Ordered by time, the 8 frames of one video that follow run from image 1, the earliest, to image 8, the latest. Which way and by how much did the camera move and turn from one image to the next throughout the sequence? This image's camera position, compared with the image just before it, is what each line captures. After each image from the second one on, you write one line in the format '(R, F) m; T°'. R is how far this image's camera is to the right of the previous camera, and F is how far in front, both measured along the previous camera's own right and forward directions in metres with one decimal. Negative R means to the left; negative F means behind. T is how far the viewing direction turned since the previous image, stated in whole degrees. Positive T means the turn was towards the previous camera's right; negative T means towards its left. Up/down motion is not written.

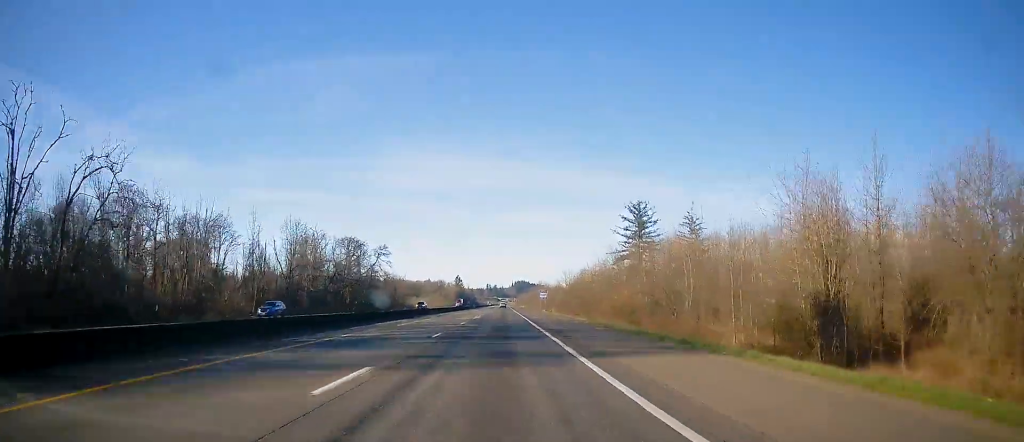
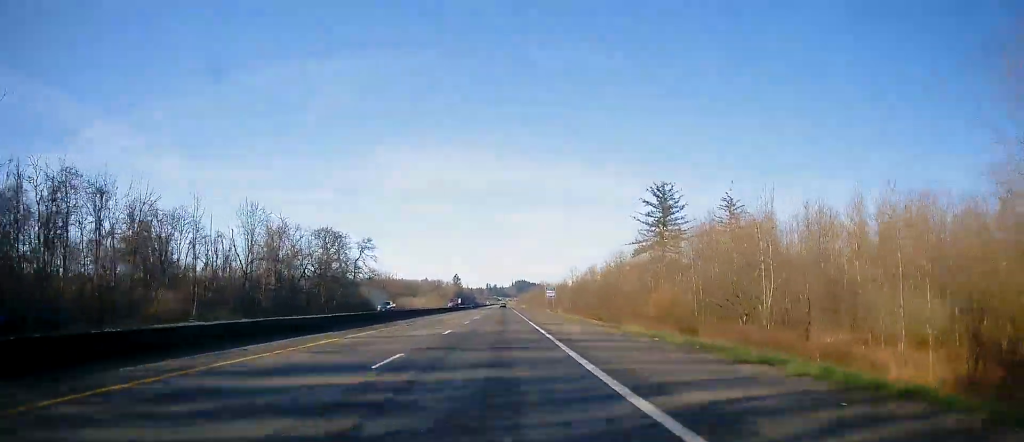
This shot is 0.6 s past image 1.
(-0.2, +21.1) m; 0°
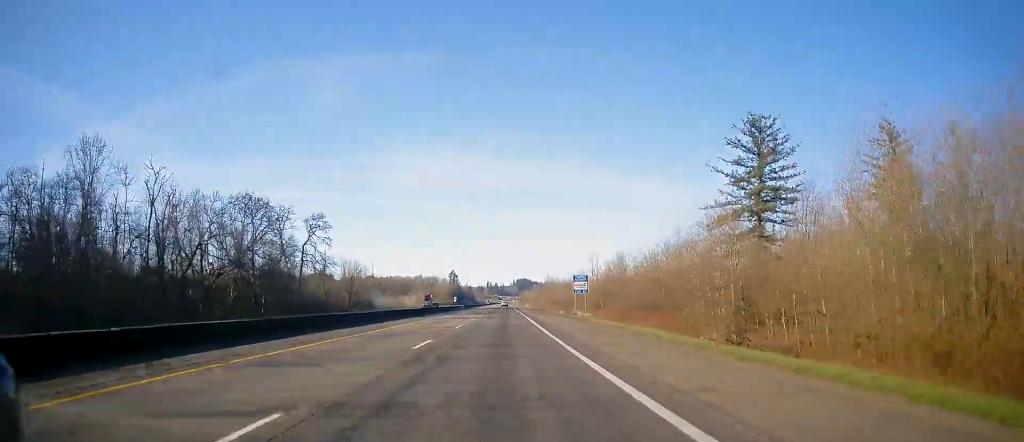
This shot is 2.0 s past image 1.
(+0.1, +44.5) m; 0°
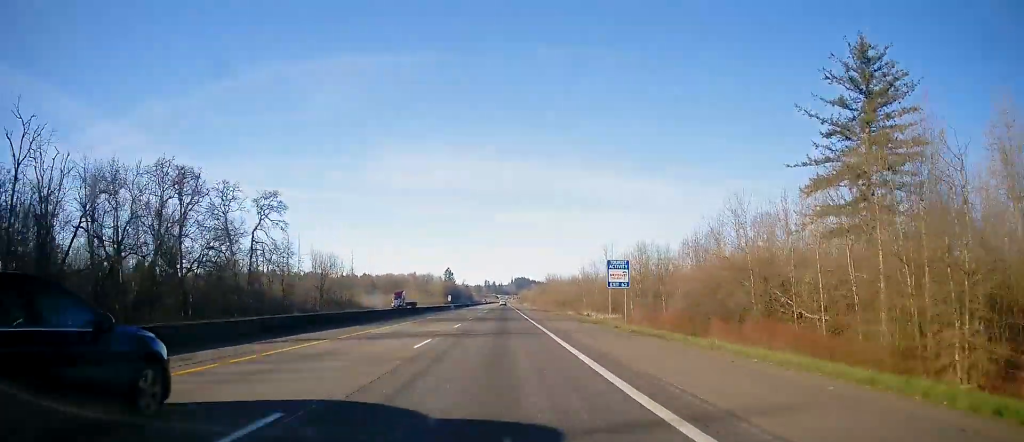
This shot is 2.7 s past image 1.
(0.0, +24.5) m; 0°
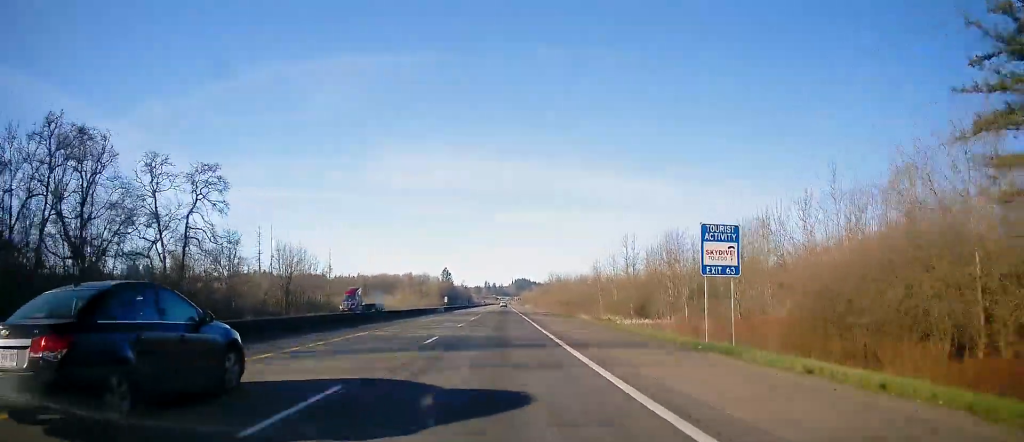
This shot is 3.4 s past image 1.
(-0.1, +22.3) m; 0°
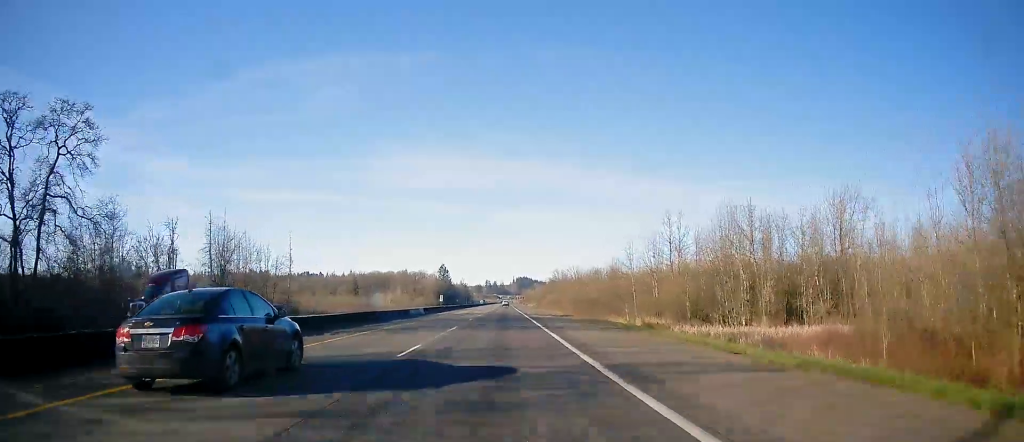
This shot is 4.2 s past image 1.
(0.0, +29.0) m; 0°
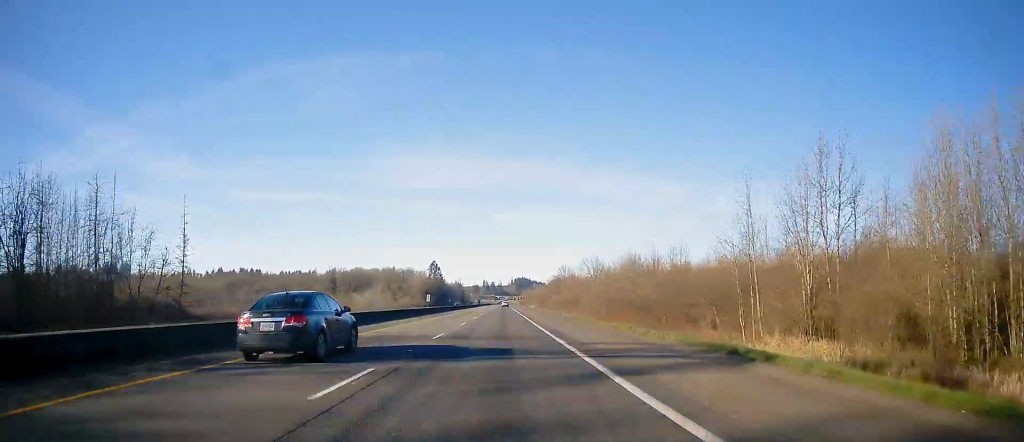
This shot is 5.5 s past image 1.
(+0.2, +42.3) m; +1°
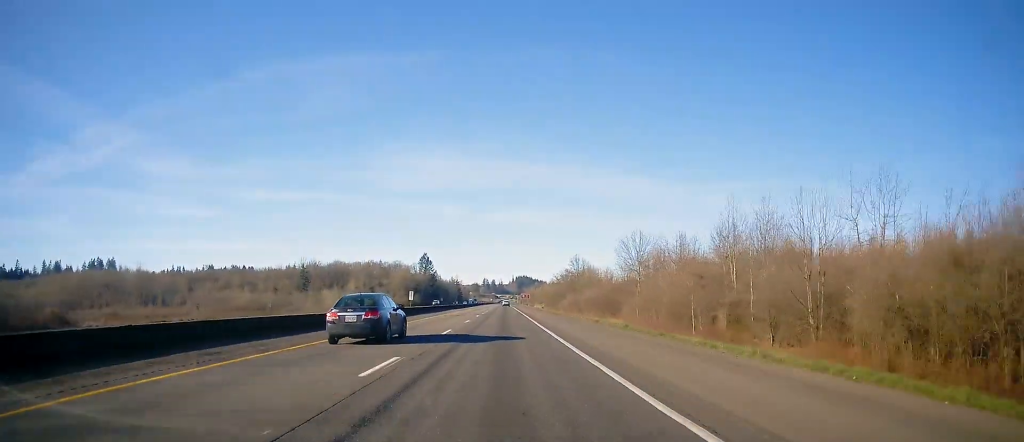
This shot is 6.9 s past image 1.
(0.0, +46.7) m; 0°
